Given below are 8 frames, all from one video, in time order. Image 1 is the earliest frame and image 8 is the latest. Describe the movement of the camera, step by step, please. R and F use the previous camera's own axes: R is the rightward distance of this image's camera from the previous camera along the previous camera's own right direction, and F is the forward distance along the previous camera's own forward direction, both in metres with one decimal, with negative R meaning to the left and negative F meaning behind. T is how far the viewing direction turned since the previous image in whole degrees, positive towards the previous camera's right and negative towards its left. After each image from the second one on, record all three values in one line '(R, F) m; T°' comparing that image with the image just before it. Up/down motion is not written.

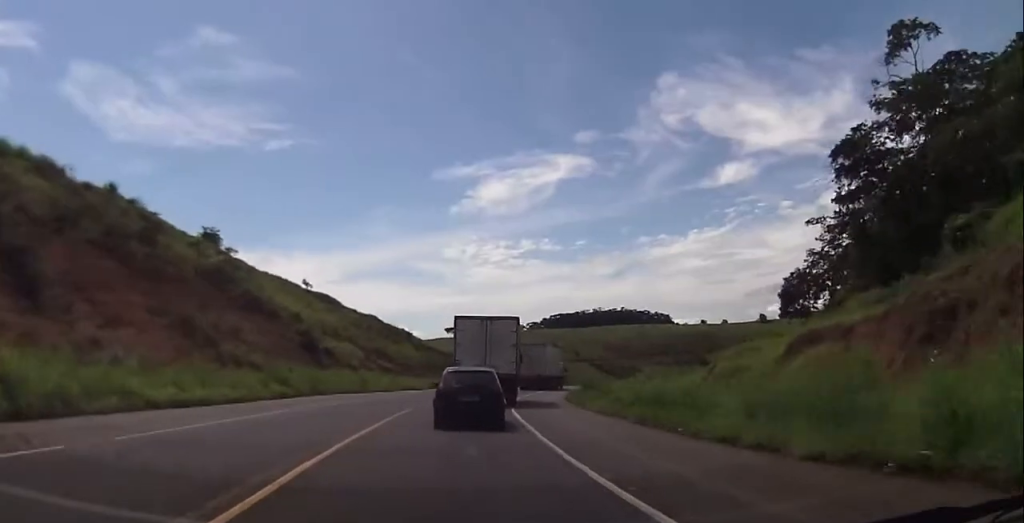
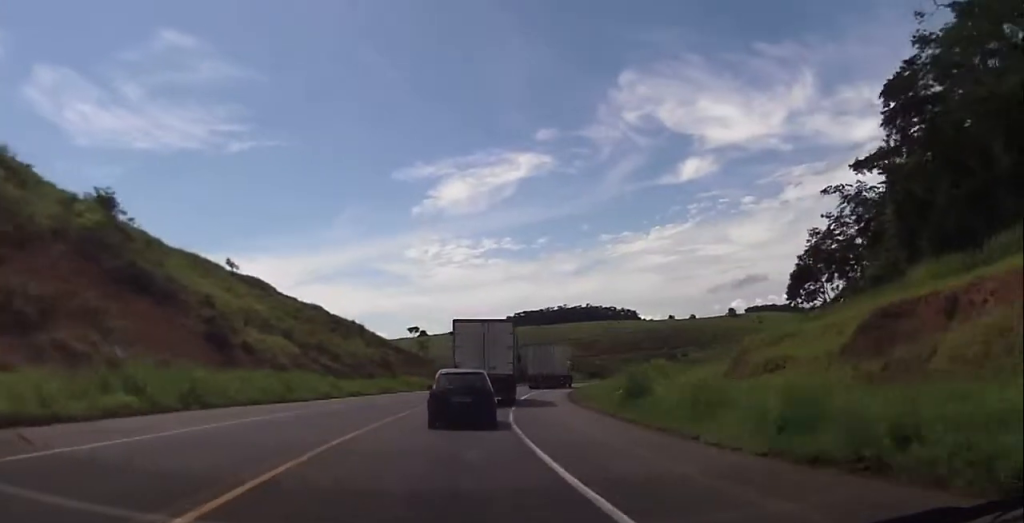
(+0.2, +13.5) m; +2°
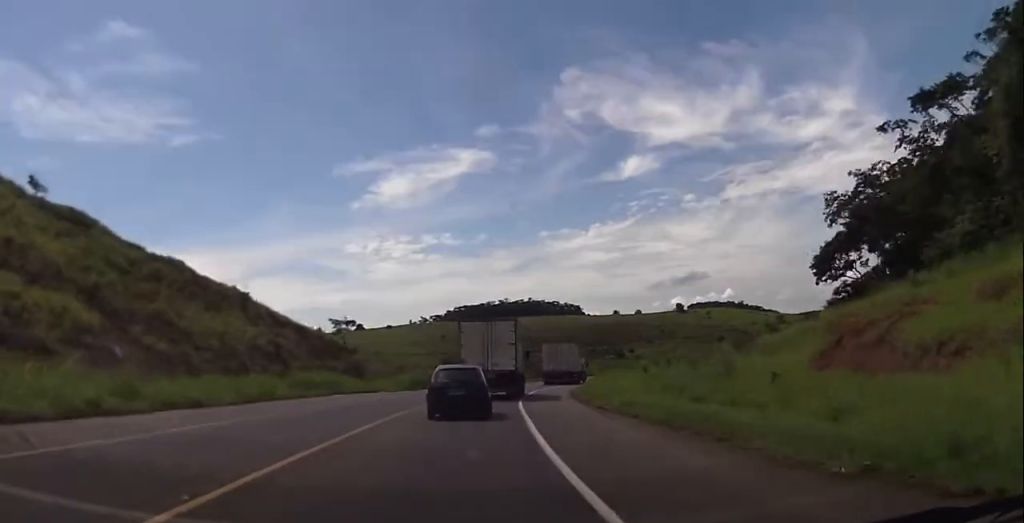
(+0.6, +22.3) m; +5°
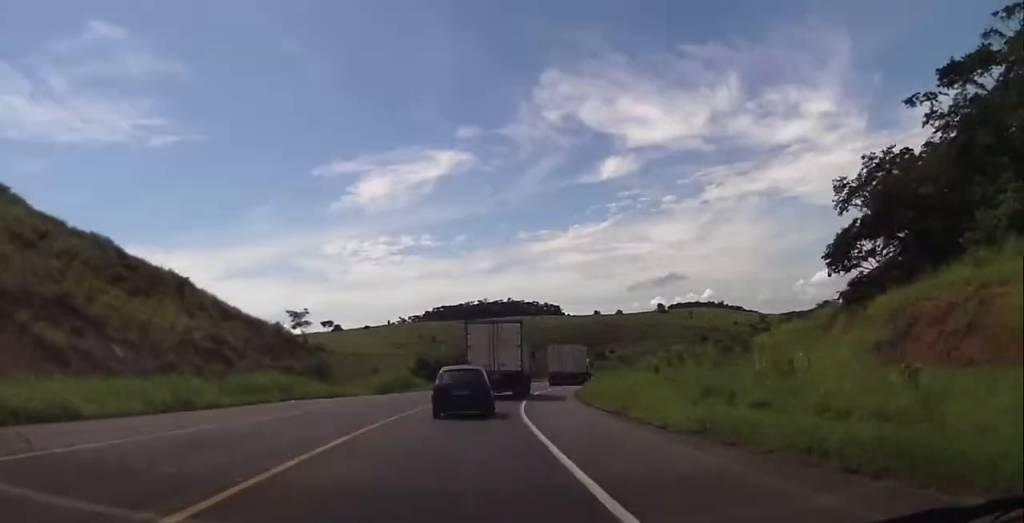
(+0.2, +7.6) m; +3°
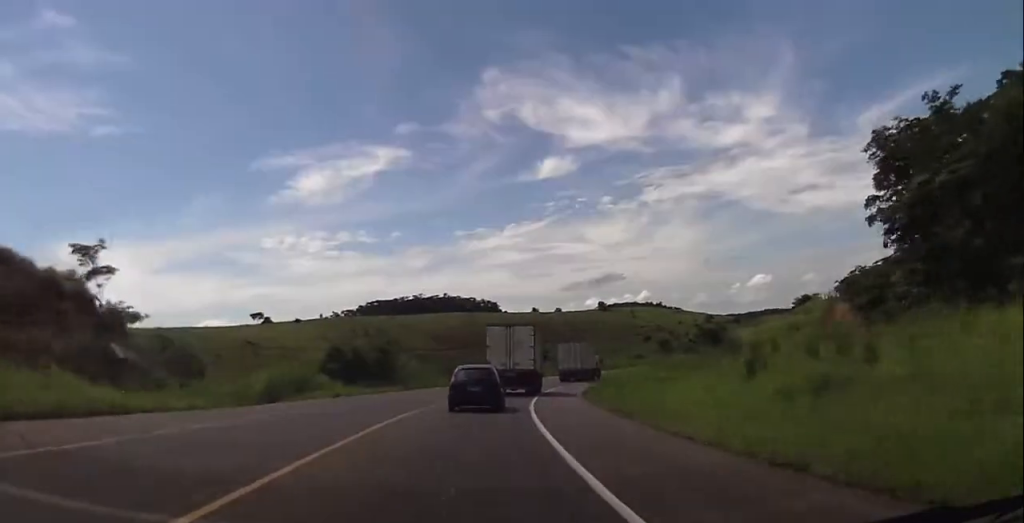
(+1.3, +21.3) m; +5°
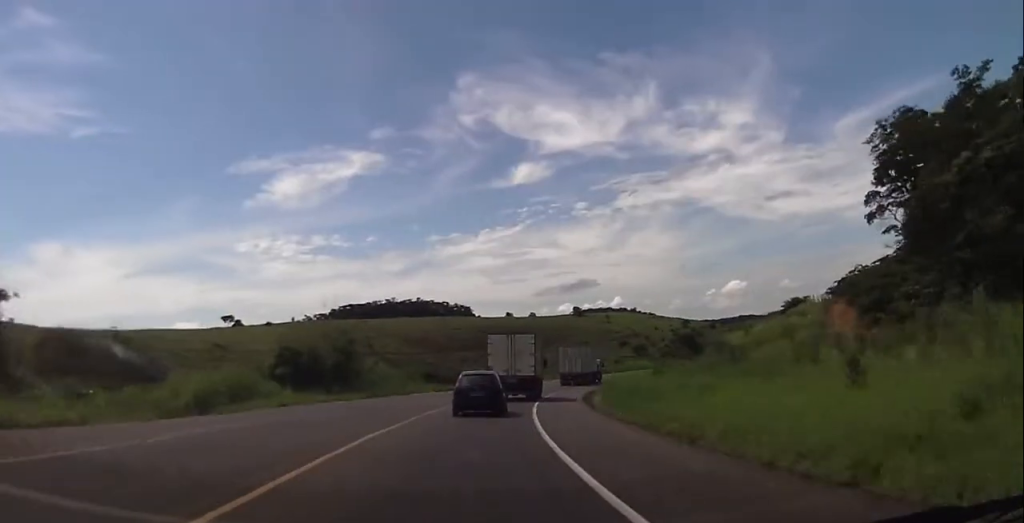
(+0.1, +7.9) m; +2°
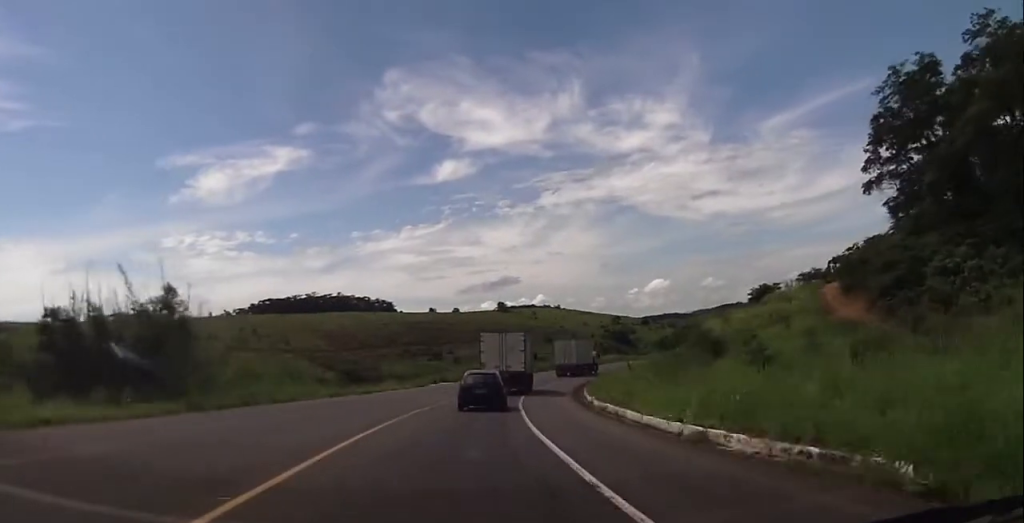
(+0.9, +20.8) m; +6°
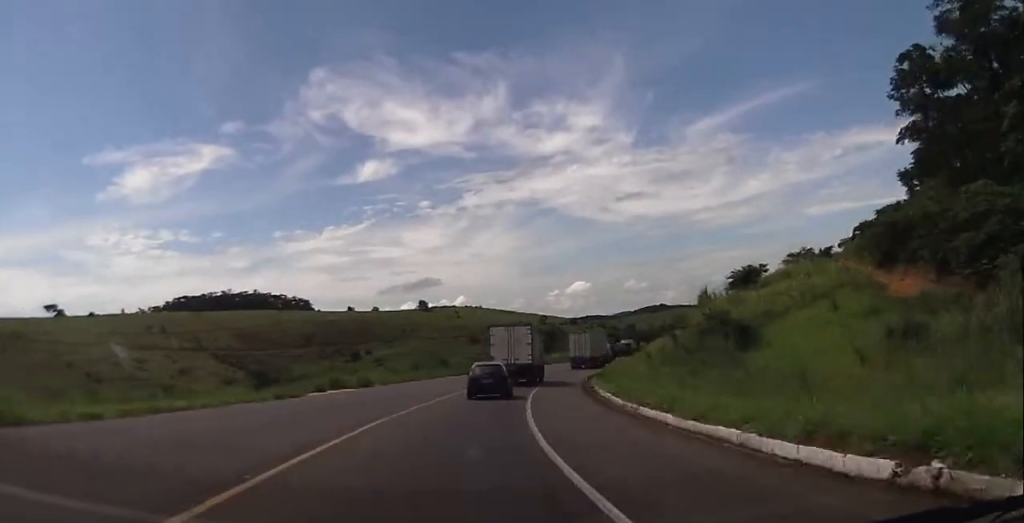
(+1.3, +26.4) m; +7°
